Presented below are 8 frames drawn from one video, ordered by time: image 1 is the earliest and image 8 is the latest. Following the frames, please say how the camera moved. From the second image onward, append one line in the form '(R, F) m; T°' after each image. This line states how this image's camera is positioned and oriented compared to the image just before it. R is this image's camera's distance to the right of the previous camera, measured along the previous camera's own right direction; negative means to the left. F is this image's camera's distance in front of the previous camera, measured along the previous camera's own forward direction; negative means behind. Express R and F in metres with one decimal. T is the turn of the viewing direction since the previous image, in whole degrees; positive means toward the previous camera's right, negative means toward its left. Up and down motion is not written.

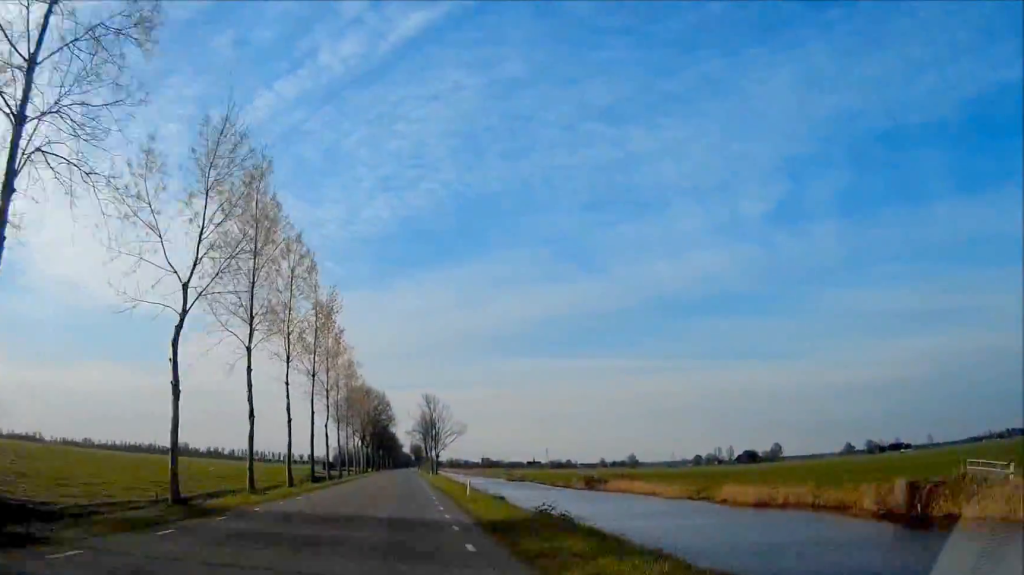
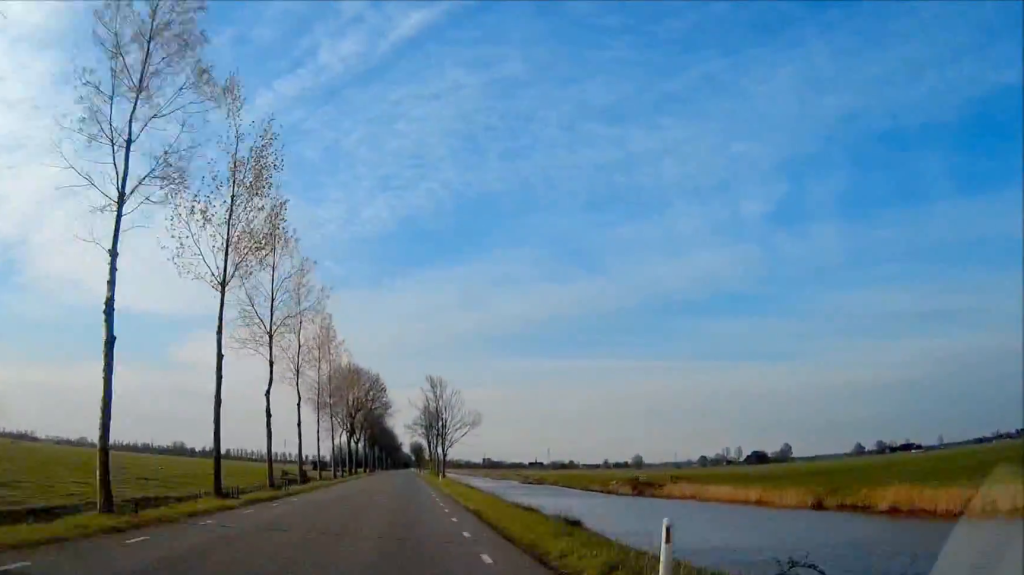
(0.0, +25.9) m; 0°
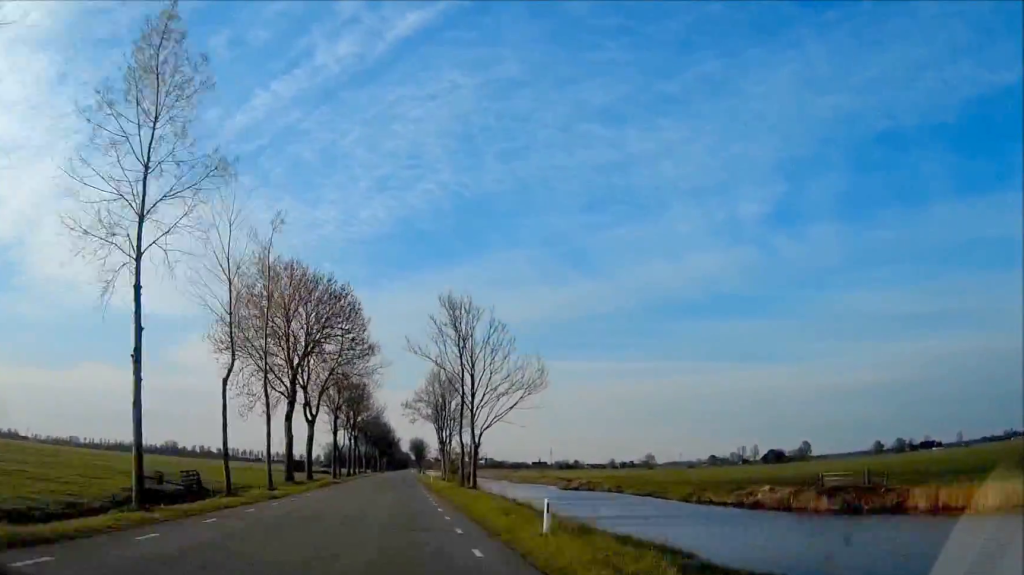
(-0.1, +47.6) m; 0°
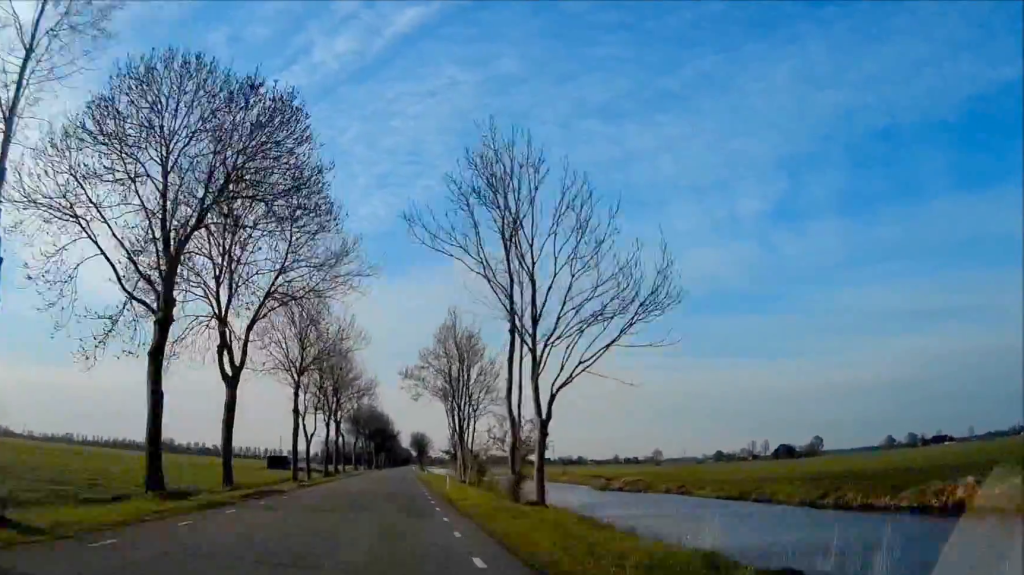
(0.0, +25.7) m; 0°
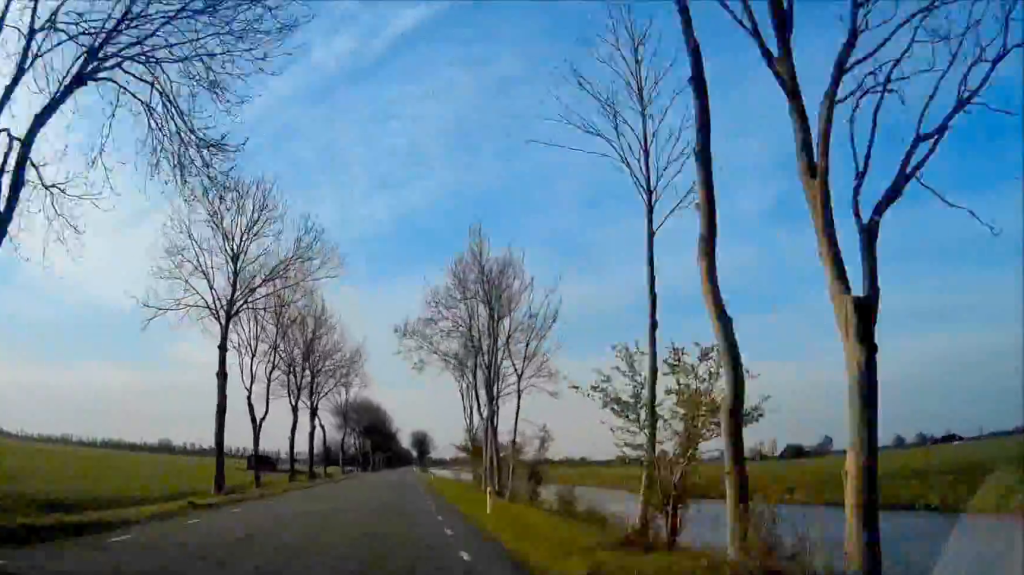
(-0.1, +19.1) m; 0°
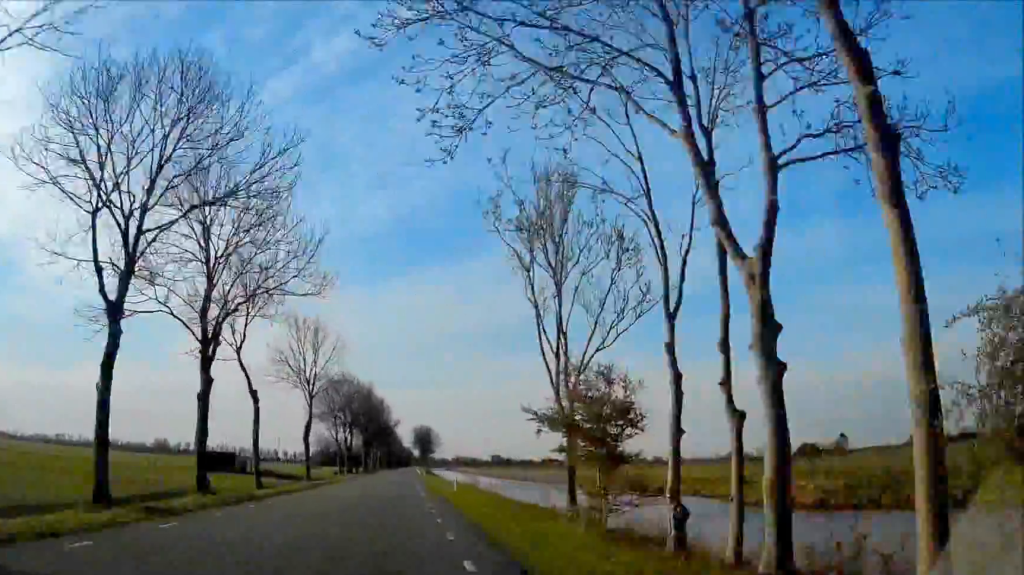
(-0.1, +29.4) m; 0°
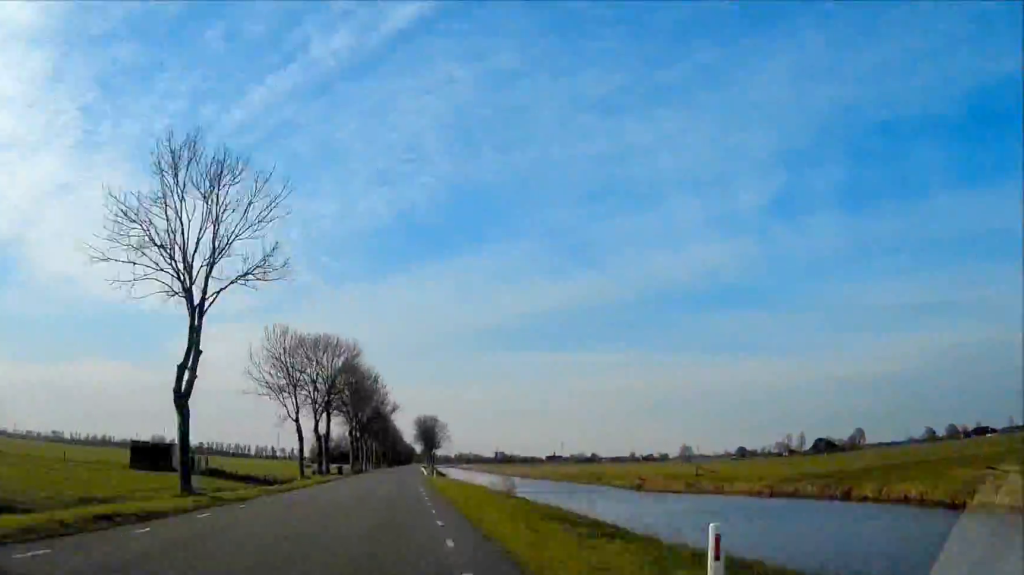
(0.0, +29.3) m; 0°
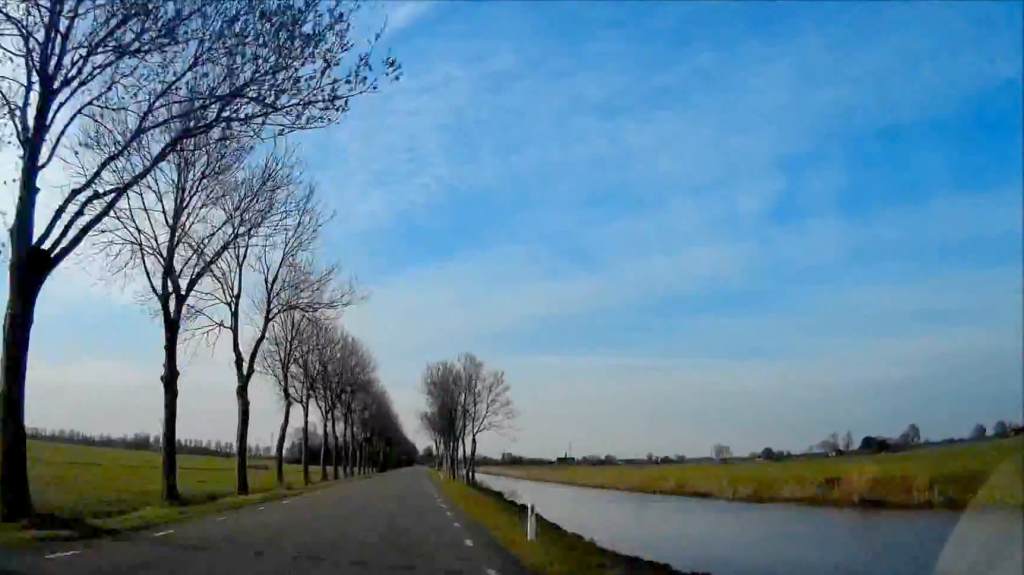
(+0.5, +91.7) m; +1°
